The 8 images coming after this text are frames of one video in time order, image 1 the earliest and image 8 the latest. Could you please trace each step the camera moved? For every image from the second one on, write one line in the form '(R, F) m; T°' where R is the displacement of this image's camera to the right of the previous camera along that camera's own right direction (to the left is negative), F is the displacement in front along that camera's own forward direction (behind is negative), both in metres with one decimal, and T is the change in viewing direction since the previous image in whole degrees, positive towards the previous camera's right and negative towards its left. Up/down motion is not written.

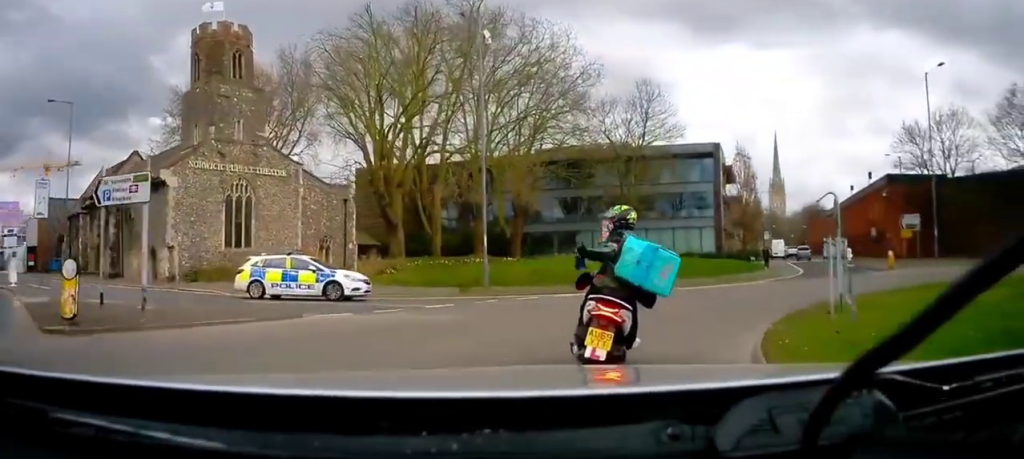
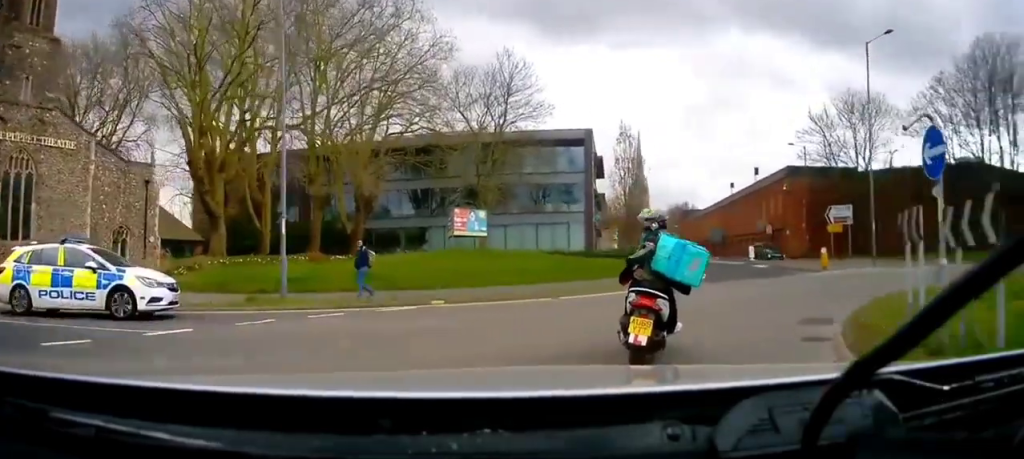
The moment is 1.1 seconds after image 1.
(0.0, +6.5) m; +27°
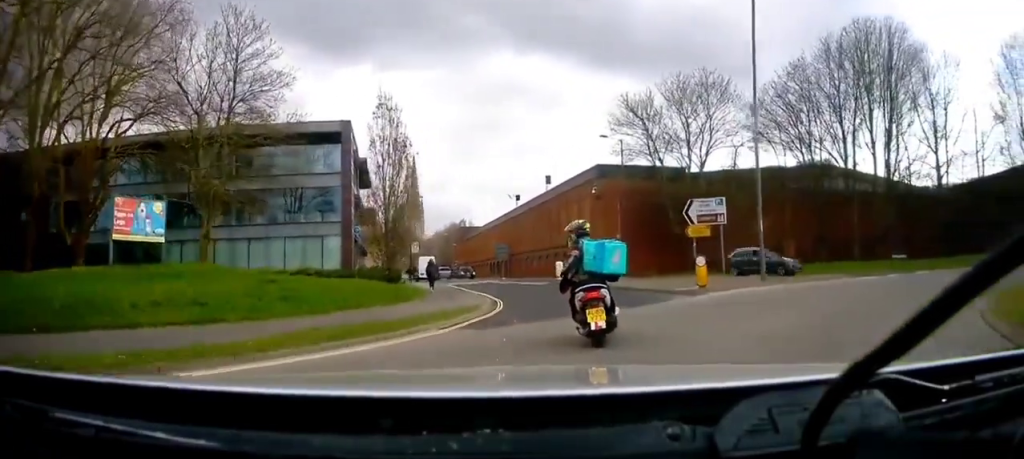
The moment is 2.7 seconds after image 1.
(+4.5, +11.1) m; +28°
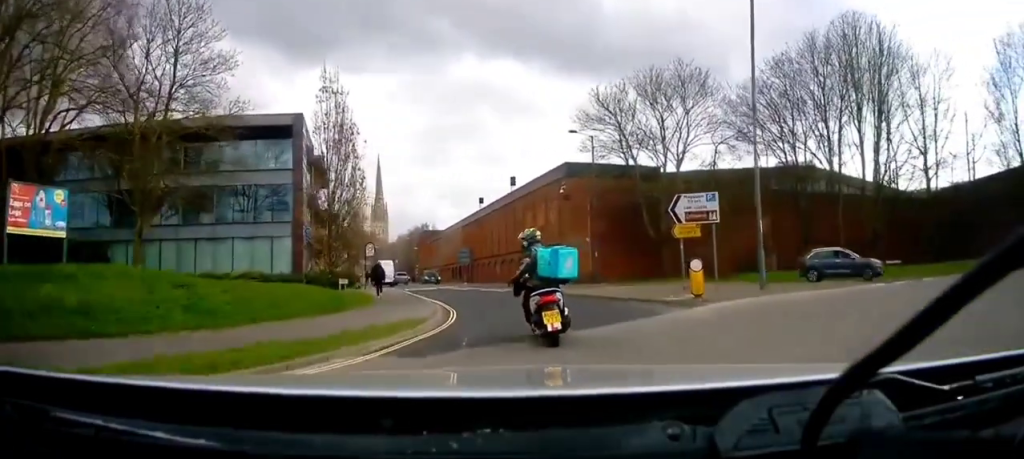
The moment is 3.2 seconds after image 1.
(+0.2, +3.1) m; +3°
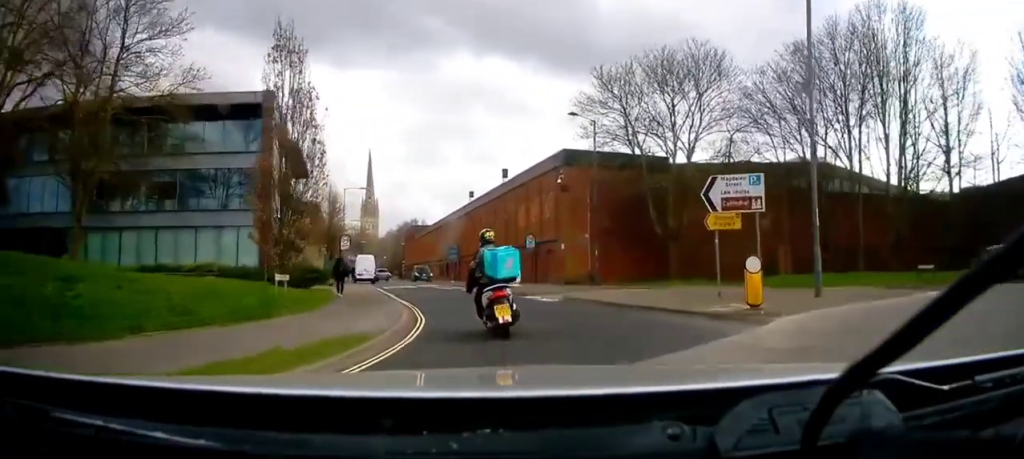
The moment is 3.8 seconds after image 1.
(+0.3, +4.3) m; +5°
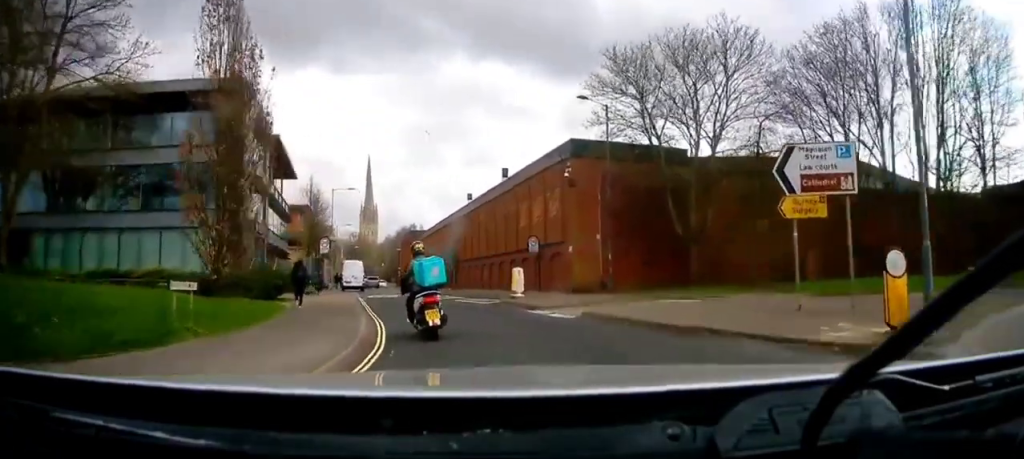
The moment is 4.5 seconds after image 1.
(+0.1, +4.6) m; -1°
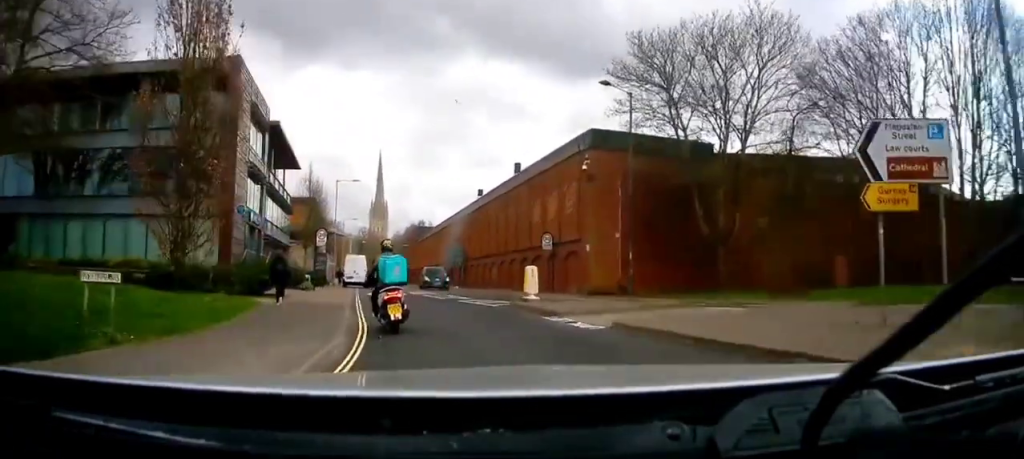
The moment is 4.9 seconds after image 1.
(+0.1, +2.8) m; -1°
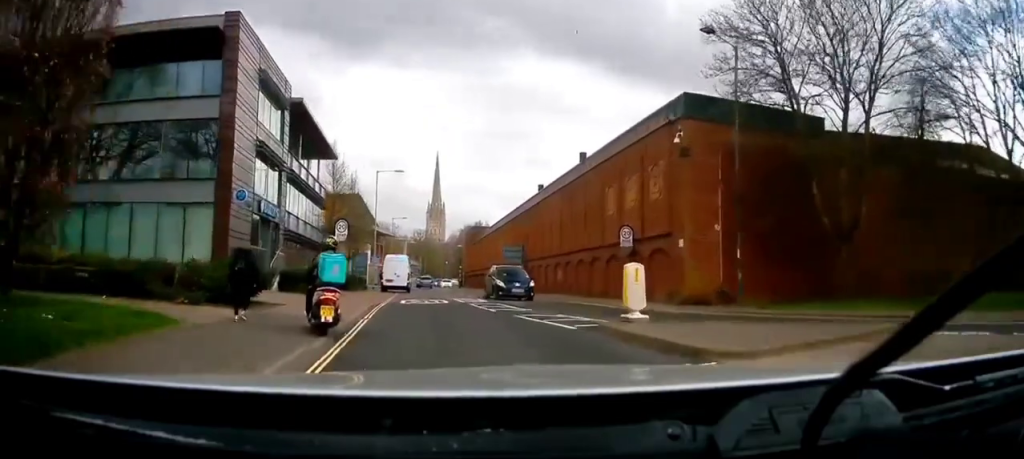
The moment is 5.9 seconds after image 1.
(-0.3, +7.4) m; -2°
